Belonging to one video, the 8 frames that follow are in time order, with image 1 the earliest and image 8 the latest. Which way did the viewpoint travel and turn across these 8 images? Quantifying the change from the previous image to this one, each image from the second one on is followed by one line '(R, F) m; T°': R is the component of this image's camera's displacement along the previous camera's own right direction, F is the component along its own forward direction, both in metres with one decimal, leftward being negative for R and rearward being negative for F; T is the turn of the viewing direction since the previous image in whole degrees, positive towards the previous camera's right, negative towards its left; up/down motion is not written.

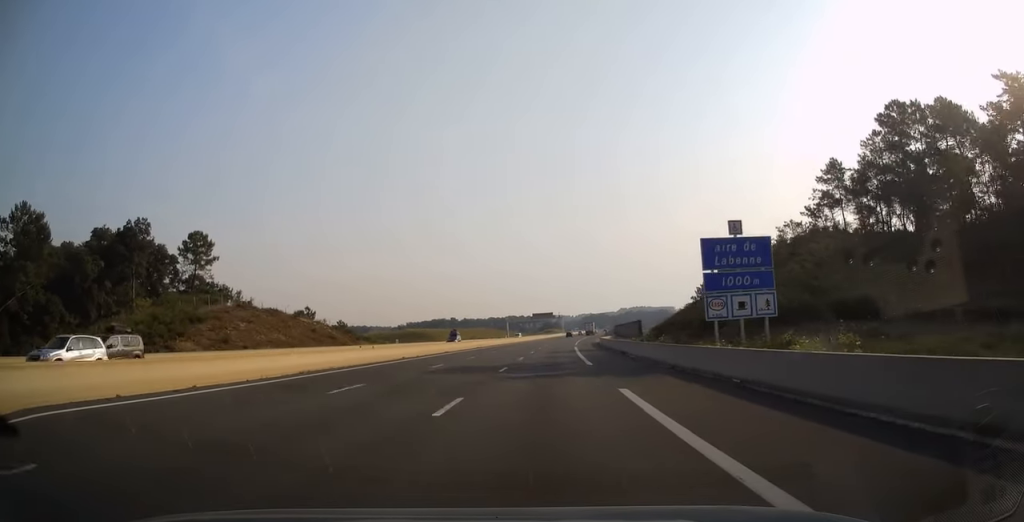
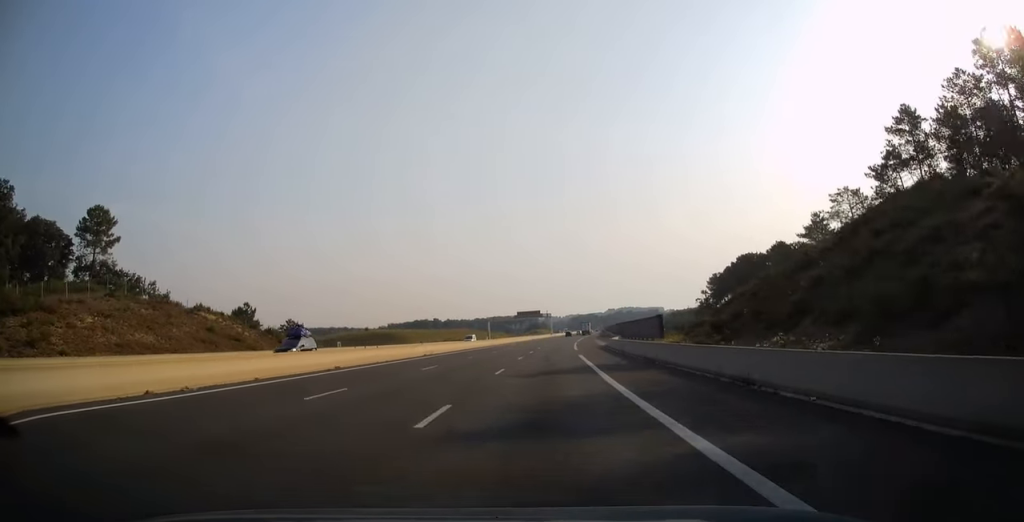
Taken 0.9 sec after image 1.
(+0.4, +27.0) m; +1°
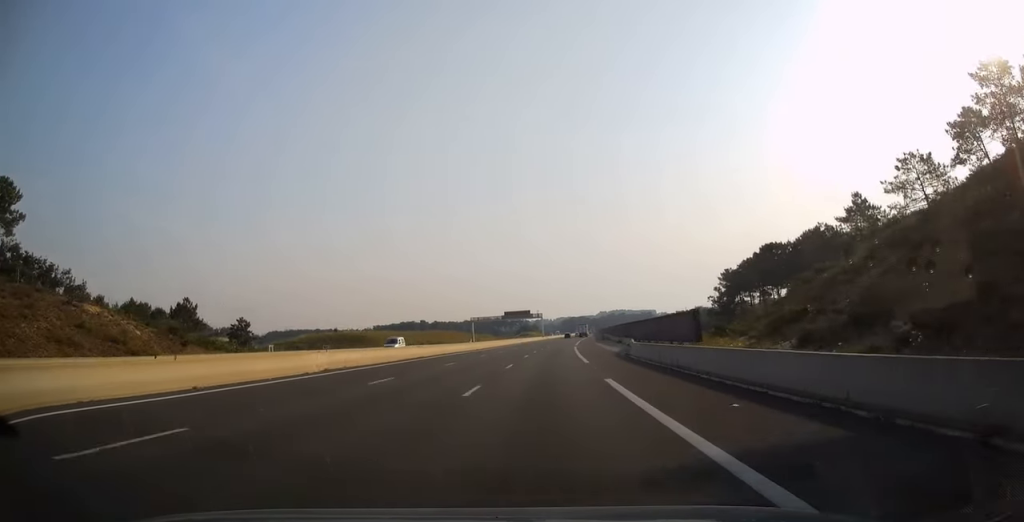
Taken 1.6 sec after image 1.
(+0.2, +20.6) m; +1°
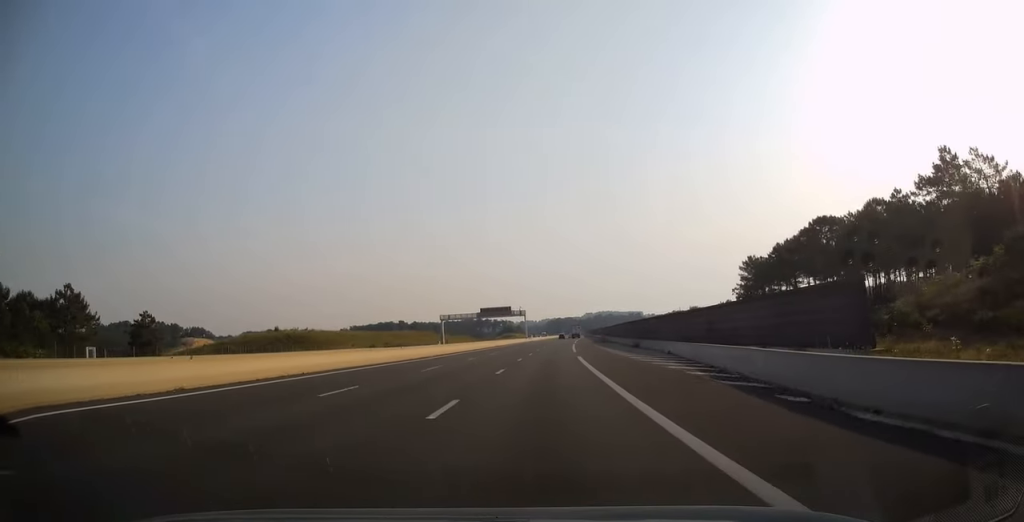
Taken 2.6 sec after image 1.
(+0.2, +29.4) m; +1°
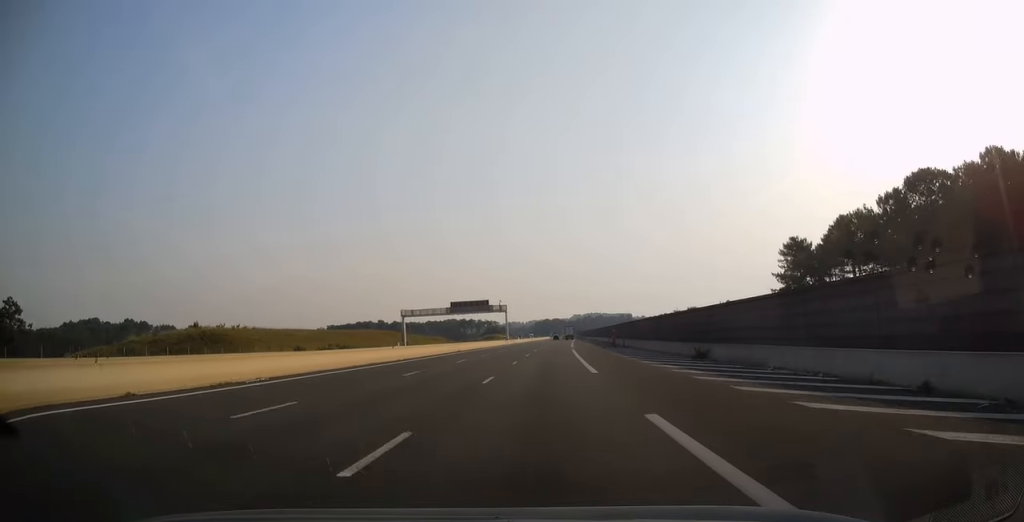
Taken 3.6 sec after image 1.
(+0.4, +29.8) m; +1°
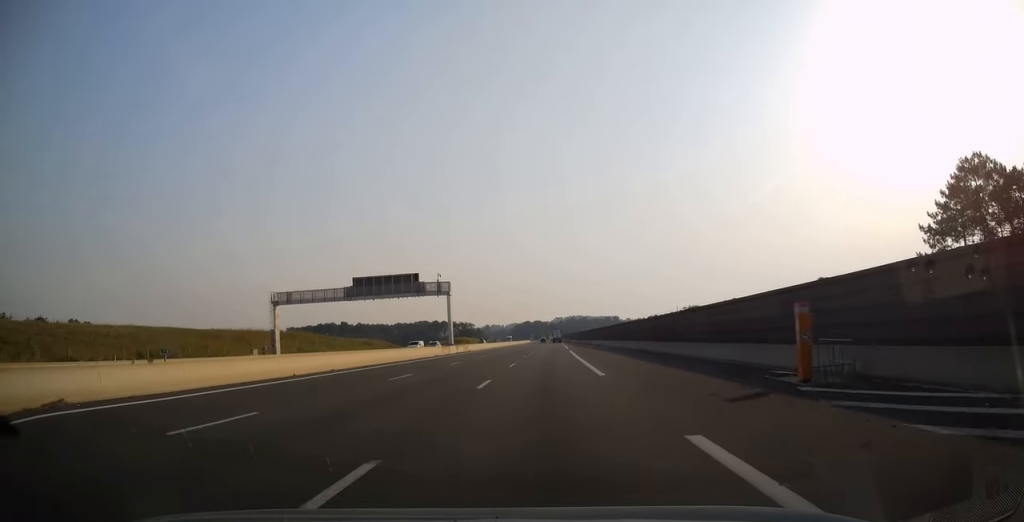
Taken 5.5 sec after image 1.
(+1.1, +53.3) m; +2°
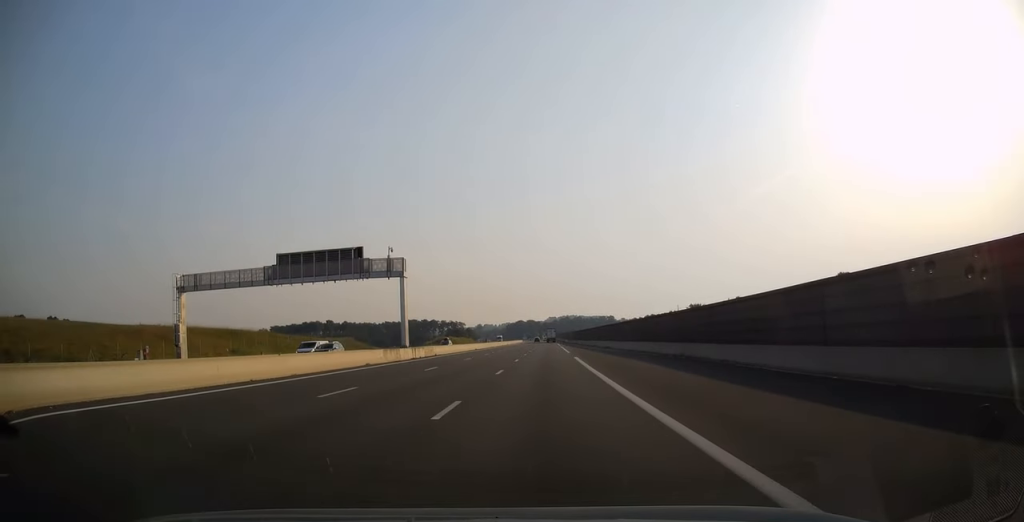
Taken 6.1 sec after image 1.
(+0.2, +19.1) m; 0°
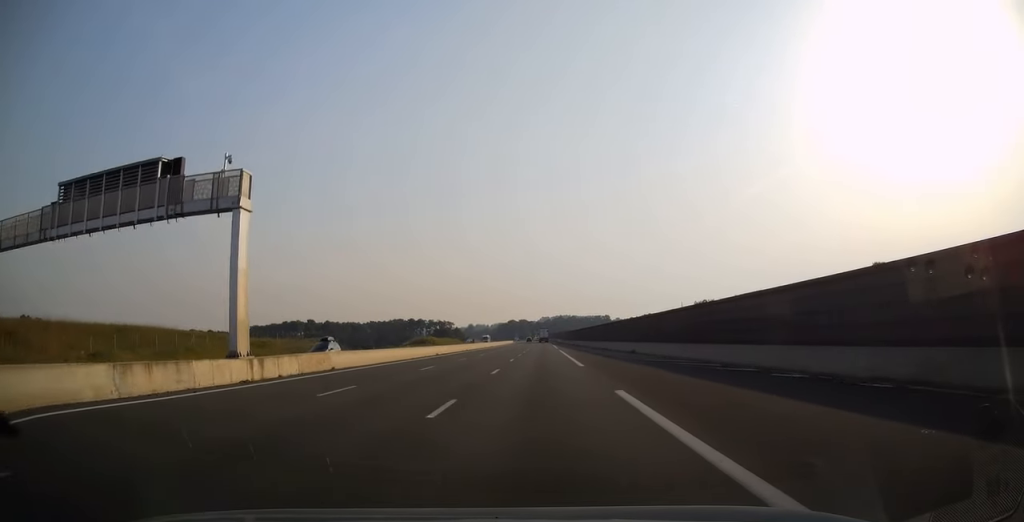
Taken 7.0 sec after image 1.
(-0.1, +25.5) m; 0°
